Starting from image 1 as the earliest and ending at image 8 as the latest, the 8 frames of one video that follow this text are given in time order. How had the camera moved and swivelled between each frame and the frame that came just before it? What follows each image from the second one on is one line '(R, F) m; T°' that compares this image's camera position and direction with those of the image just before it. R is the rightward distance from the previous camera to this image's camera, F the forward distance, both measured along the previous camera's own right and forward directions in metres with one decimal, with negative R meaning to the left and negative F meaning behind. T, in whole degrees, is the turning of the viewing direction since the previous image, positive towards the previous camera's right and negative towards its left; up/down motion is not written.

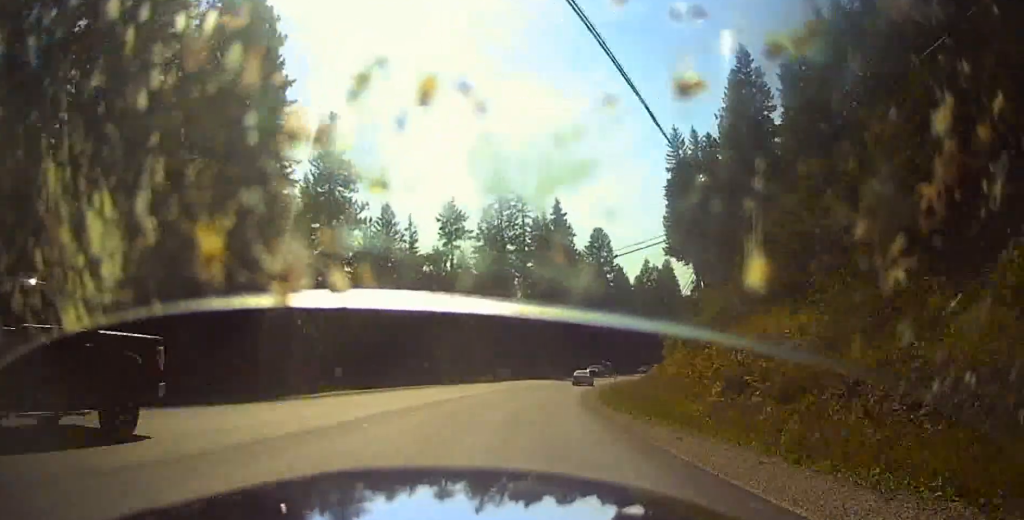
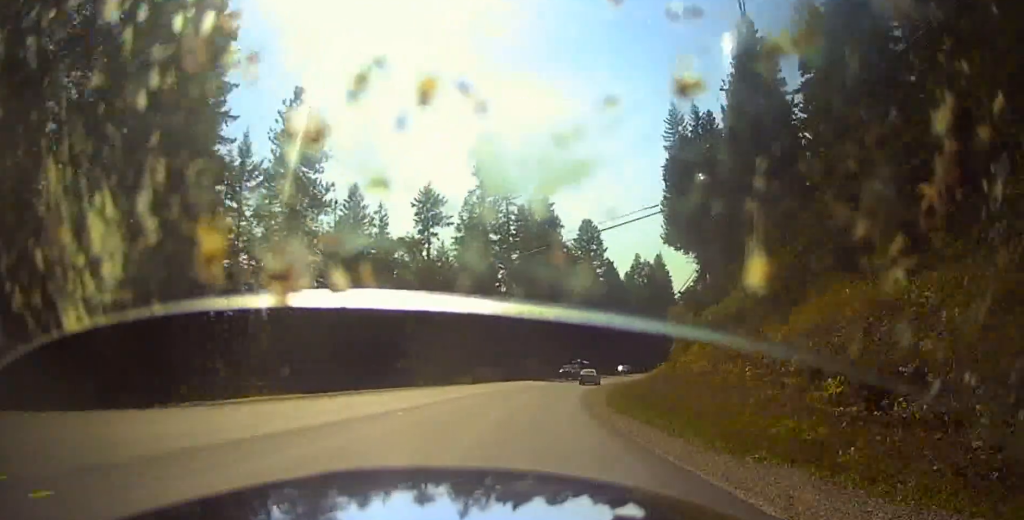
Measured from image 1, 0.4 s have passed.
(+0.1, +8.9) m; +2°
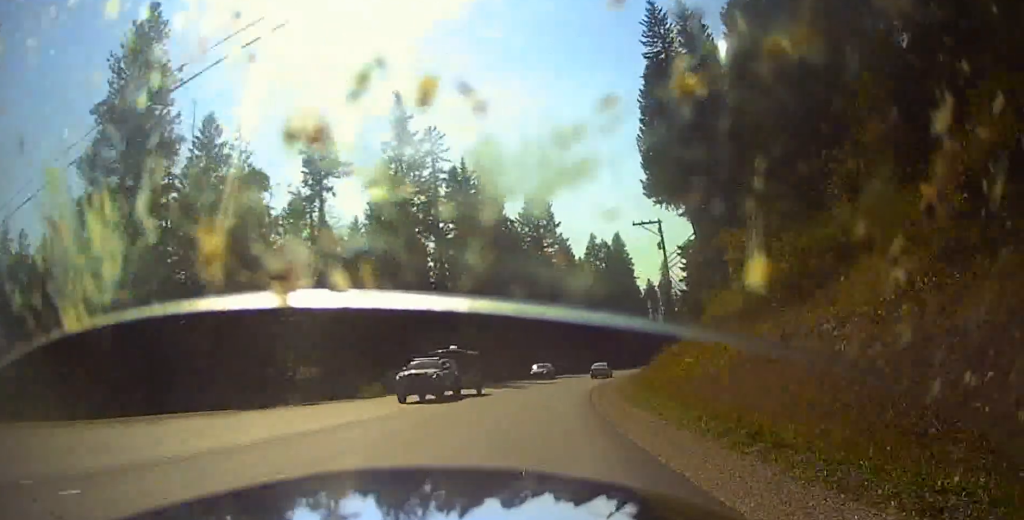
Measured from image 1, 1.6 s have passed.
(+1.1, +24.0) m; +5°
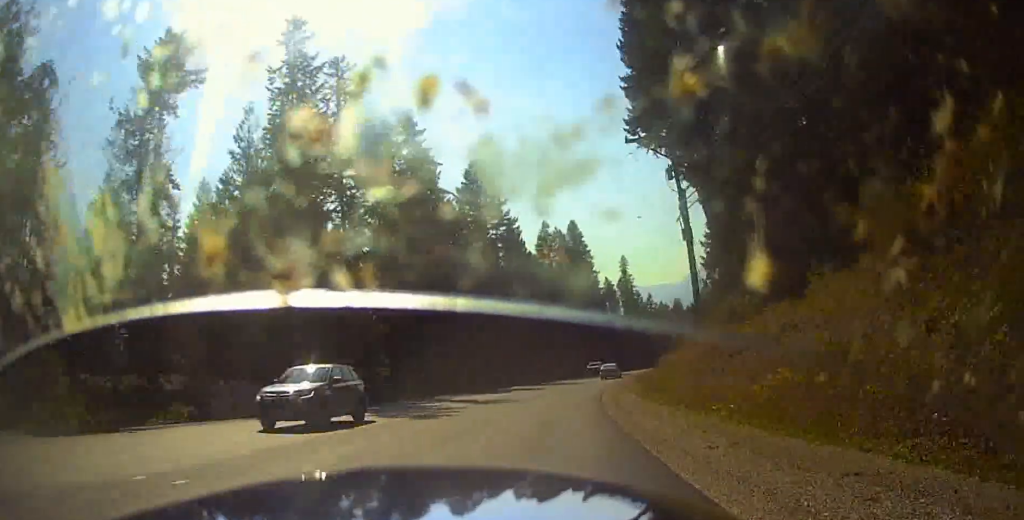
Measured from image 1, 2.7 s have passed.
(+1.1, +21.9) m; +5°
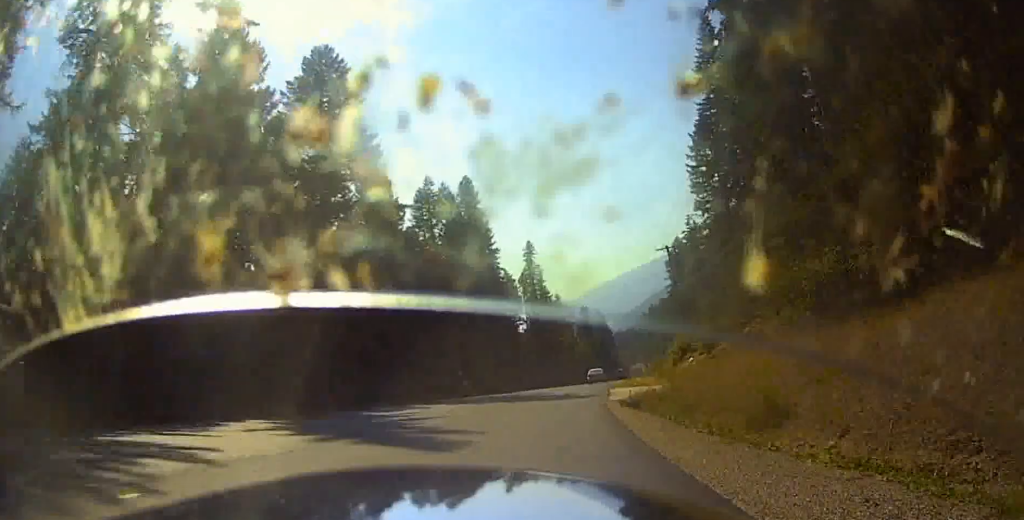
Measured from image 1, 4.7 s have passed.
(+2.6, +39.8) m; +9°
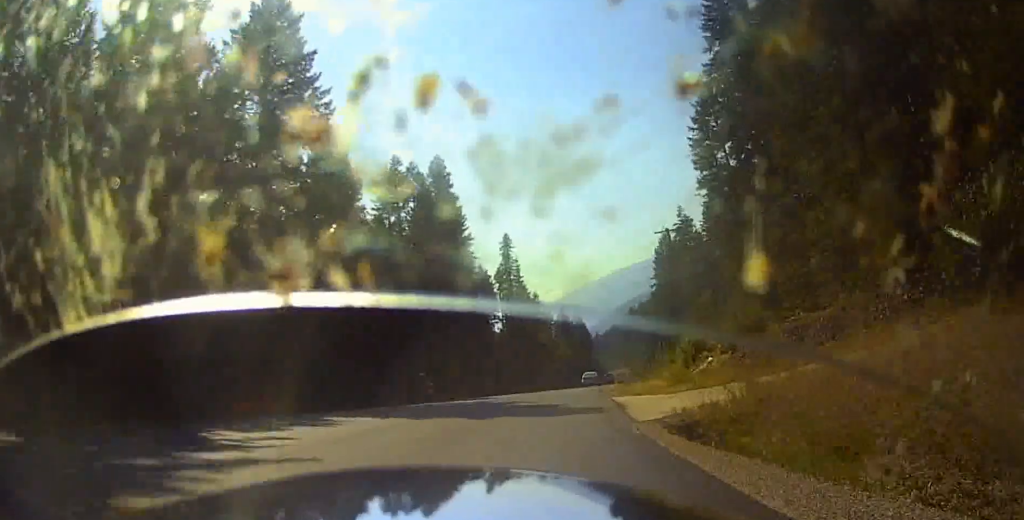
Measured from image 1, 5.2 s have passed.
(-0.1, +10.5) m; +4°
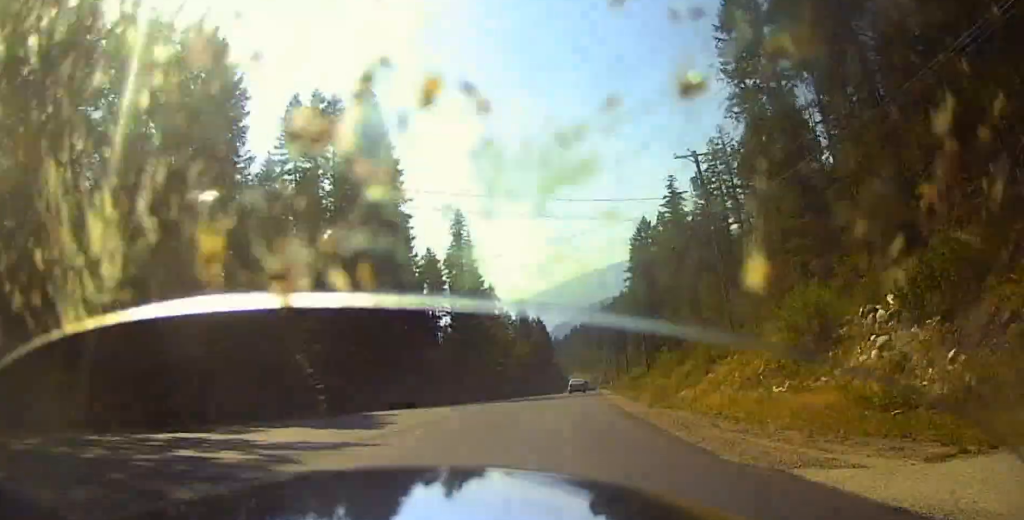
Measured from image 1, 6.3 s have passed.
(+1.9, +23.5) m; +5°
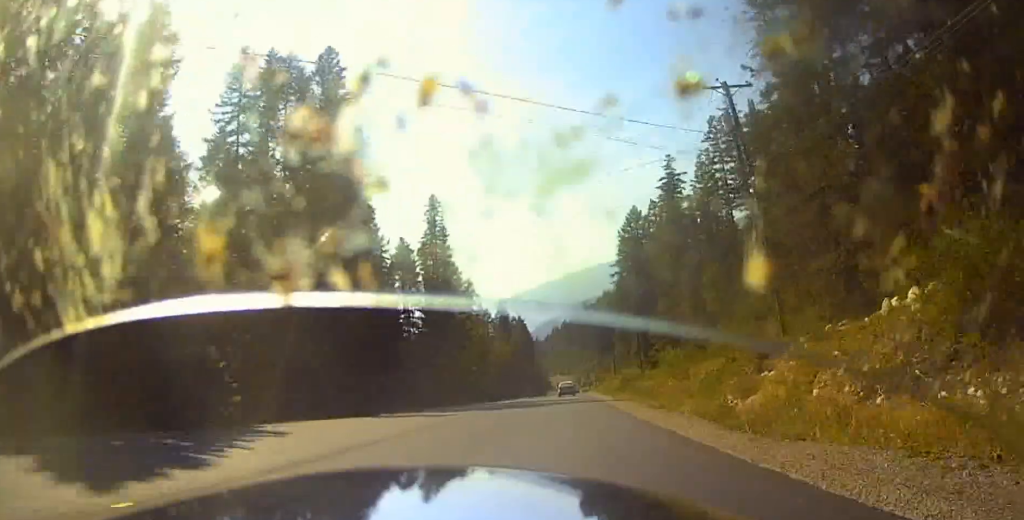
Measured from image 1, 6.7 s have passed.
(0.0, +10.8) m; -1°
